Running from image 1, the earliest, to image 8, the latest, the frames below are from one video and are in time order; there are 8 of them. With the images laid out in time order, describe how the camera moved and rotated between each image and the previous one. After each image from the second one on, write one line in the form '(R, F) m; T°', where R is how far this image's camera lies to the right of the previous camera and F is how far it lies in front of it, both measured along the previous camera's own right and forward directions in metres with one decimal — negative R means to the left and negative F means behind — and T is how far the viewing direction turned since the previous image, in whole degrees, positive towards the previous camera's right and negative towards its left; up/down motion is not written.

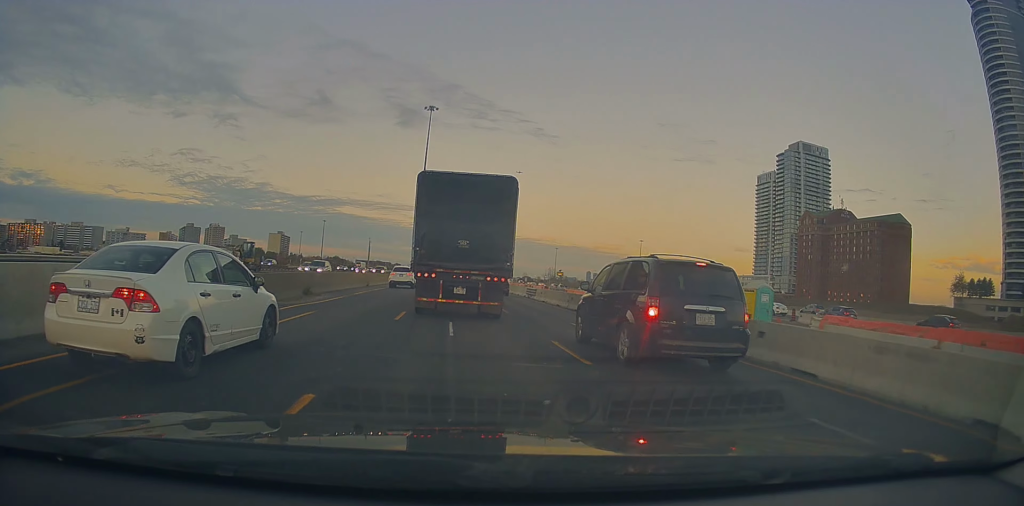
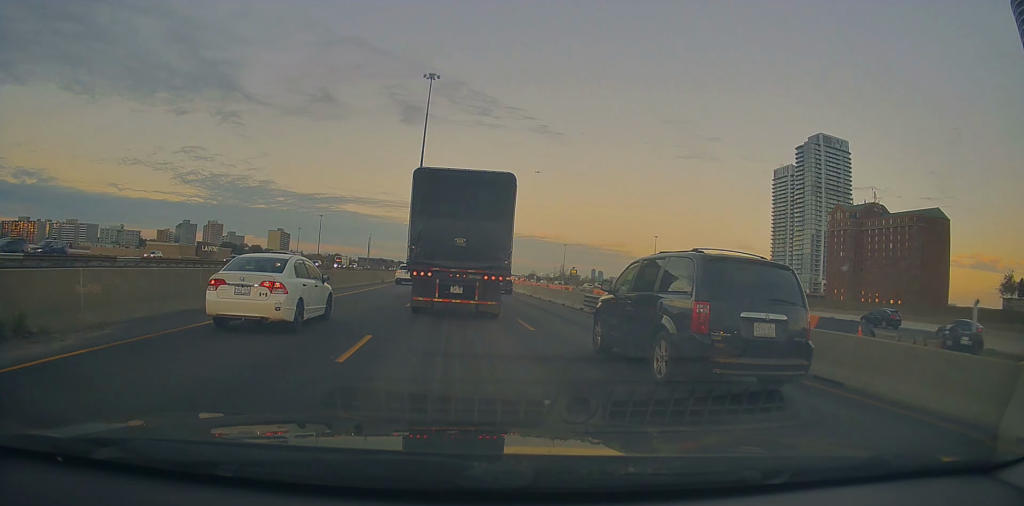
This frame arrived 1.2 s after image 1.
(-0.2, +18.7) m; -1°
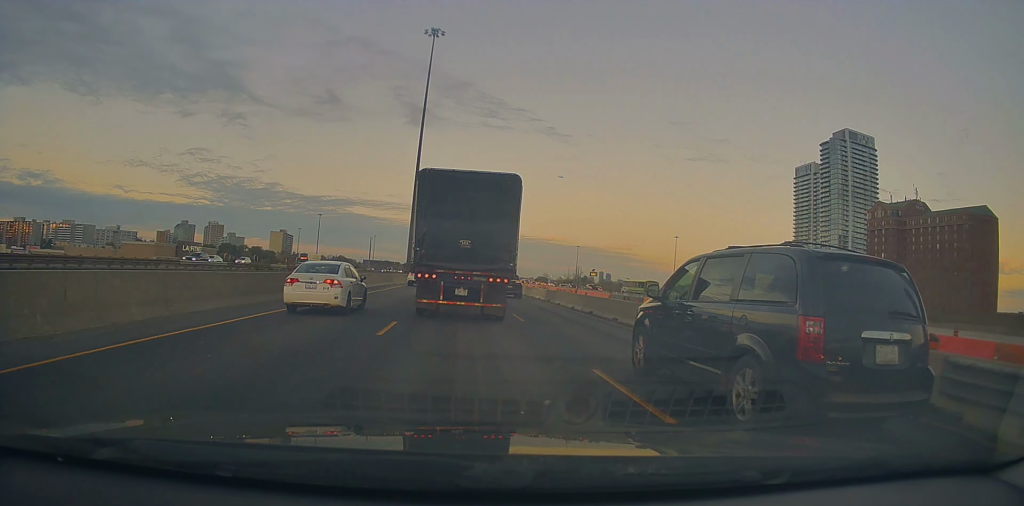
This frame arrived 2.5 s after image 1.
(-0.5, +20.2) m; 0°
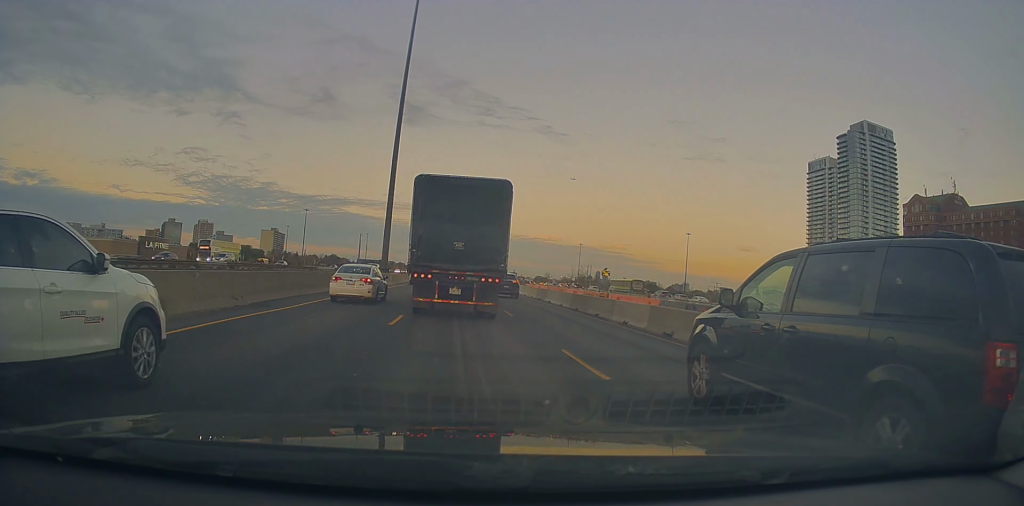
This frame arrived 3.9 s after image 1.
(+0.6, +21.6) m; +1°
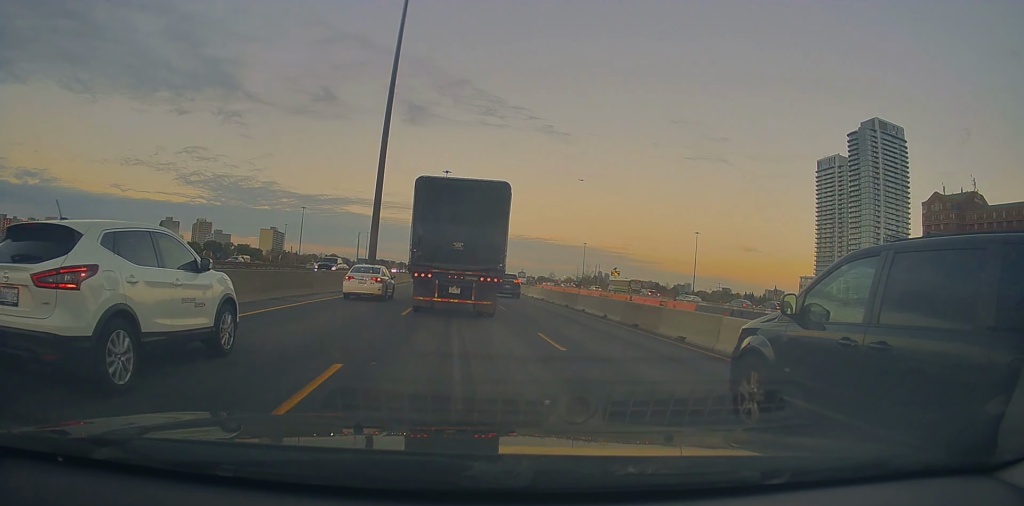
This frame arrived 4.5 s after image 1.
(0.0, +8.9) m; 0°
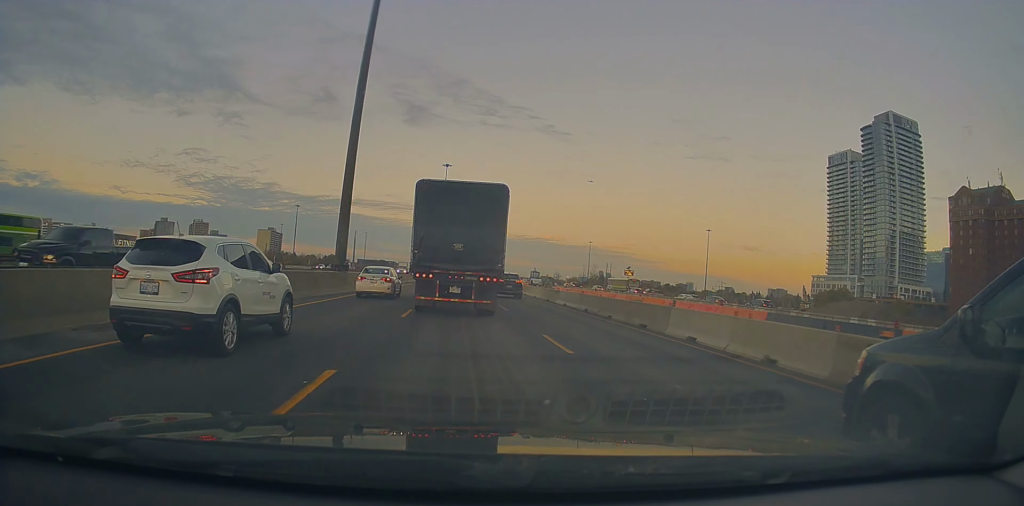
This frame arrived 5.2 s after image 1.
(0.0, +12.4) m; +1°
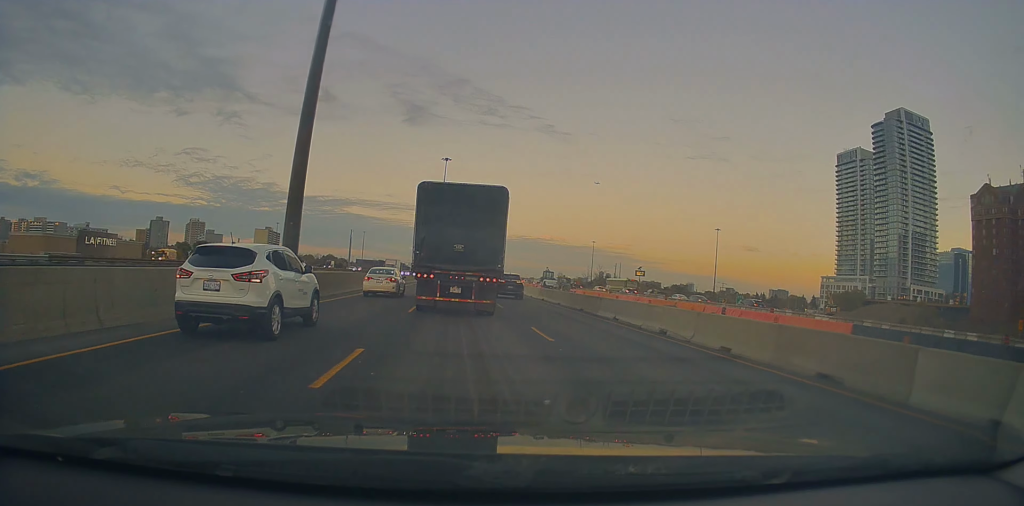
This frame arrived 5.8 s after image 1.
(+0.1, +9.9) m; 0°
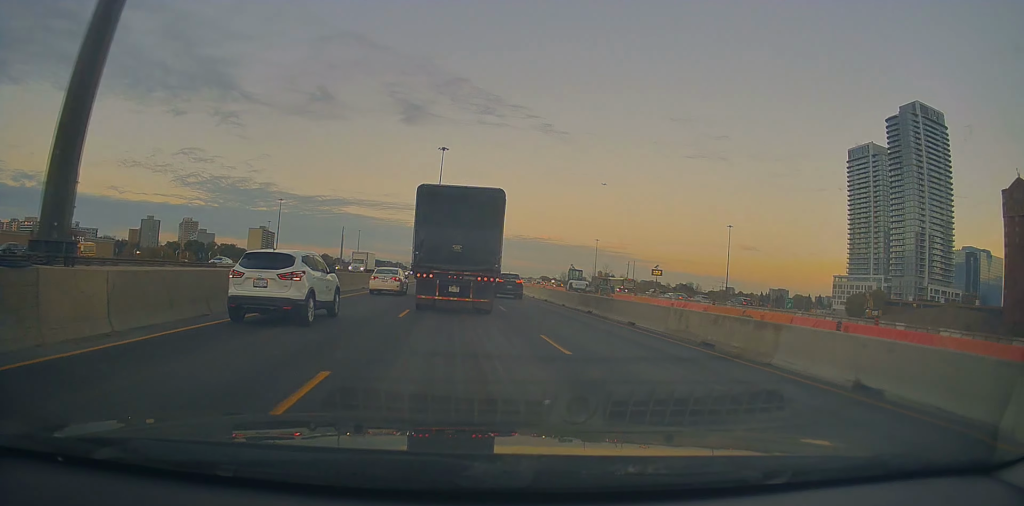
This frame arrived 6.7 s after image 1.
(+0.2, +14.1) m; 0°
